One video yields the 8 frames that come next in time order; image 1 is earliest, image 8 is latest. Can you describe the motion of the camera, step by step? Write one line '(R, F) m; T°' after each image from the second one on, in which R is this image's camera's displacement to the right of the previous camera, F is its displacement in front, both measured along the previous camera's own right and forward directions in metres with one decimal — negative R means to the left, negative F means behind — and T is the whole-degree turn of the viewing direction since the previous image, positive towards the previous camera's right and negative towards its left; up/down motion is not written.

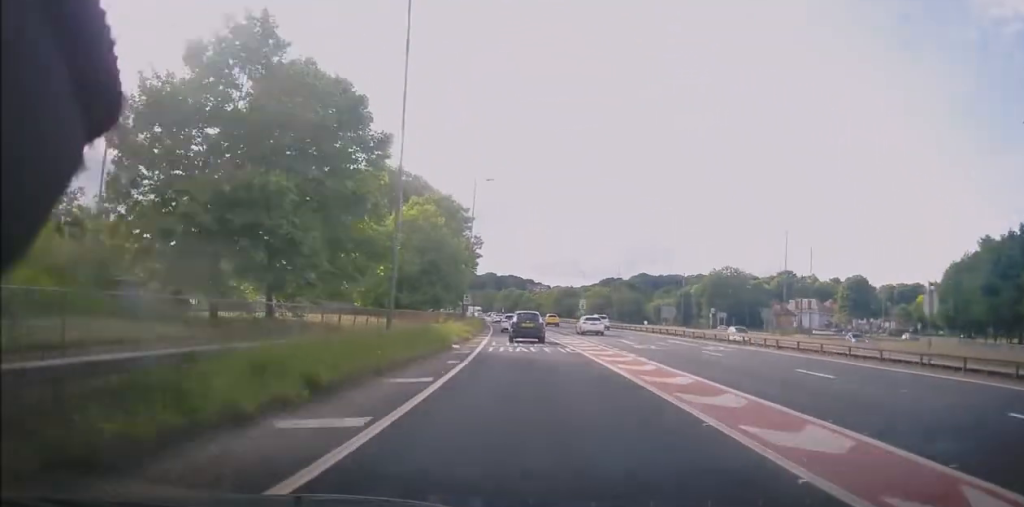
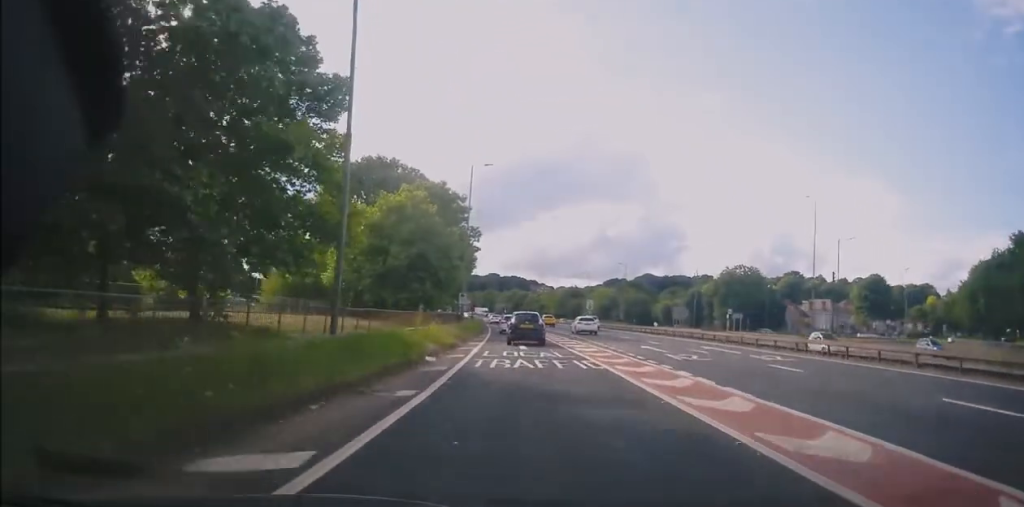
(-0.4, +7.1) m; 0°
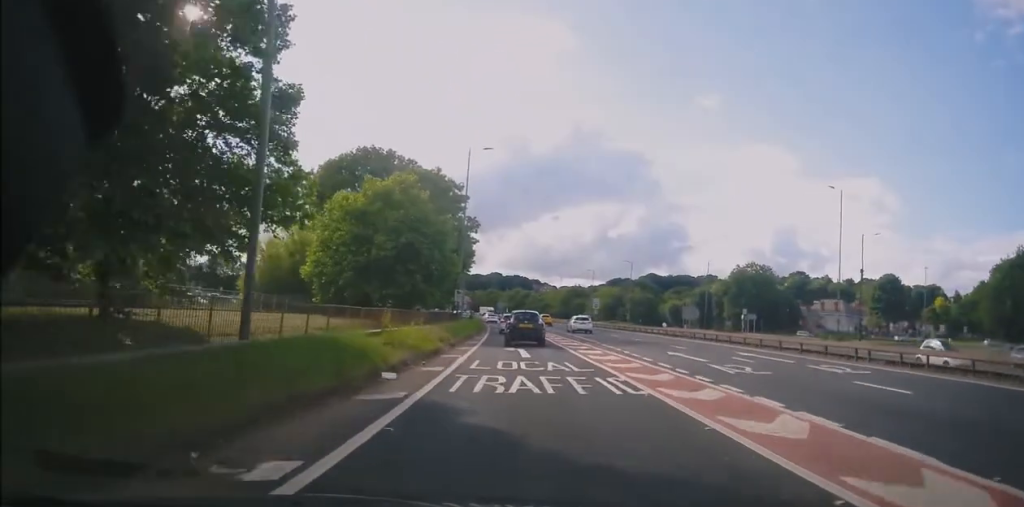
(+0.2, +5.3) m; +1°
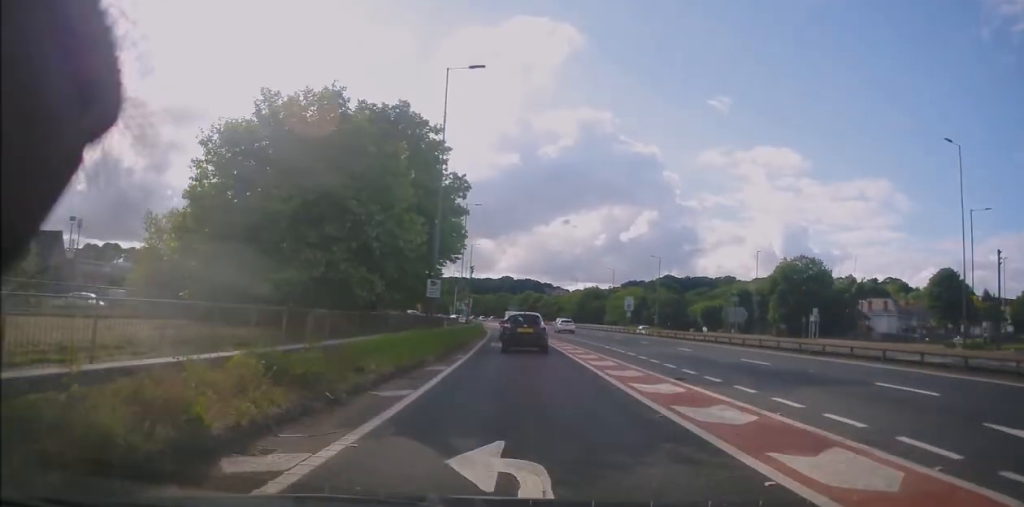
(+0.3, +19.5) m; 0°
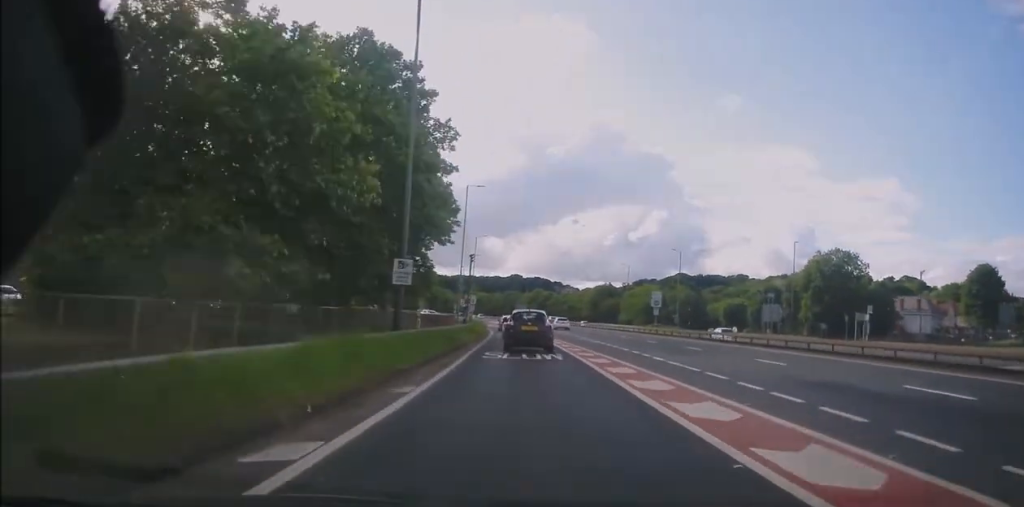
(0.0, +10.9) m; 0°
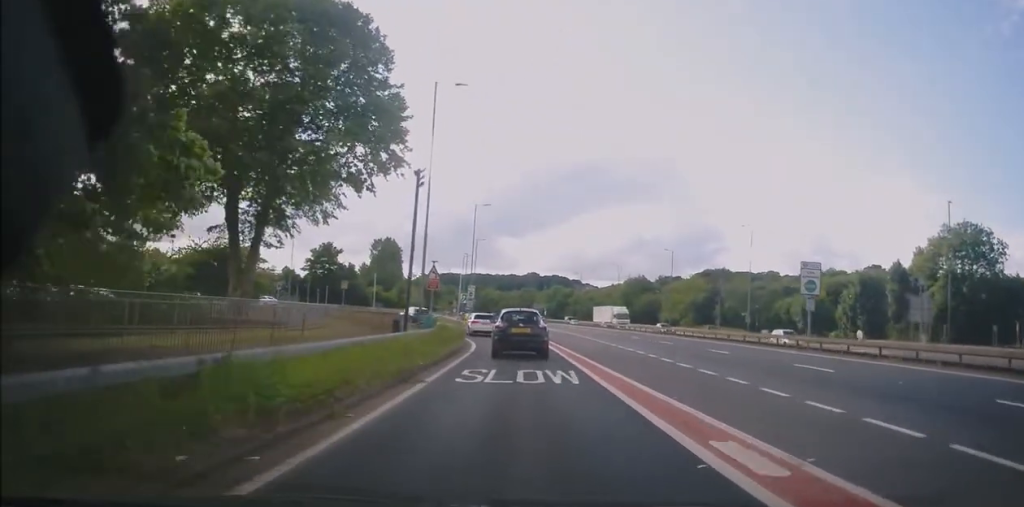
(-0.7, +31.2) m; -3°
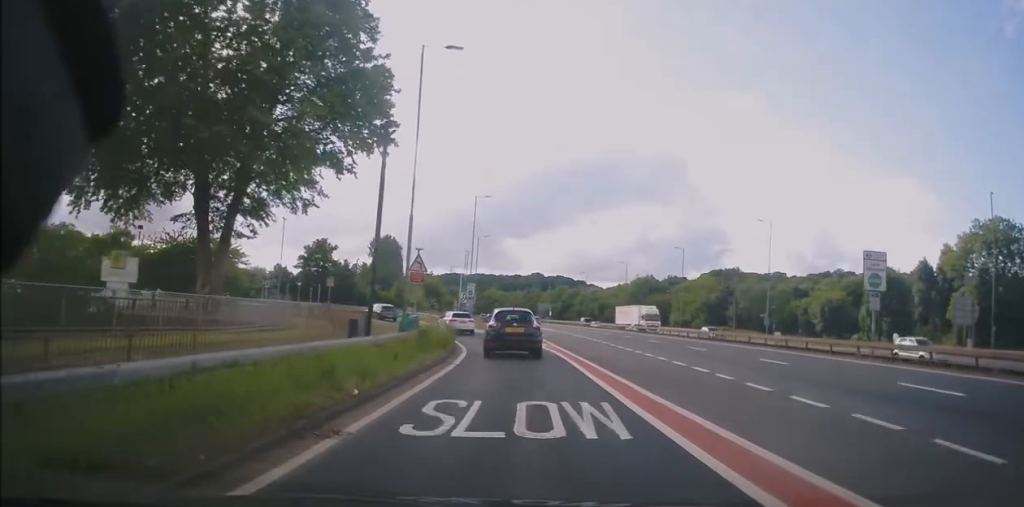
(0.0, +5.7) m; -1°
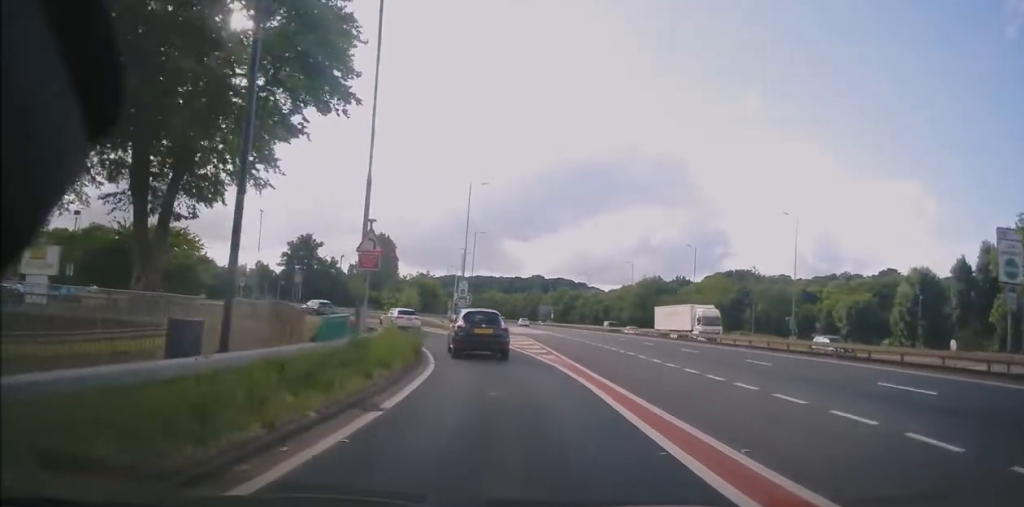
(-0.1, +8.2) m; -3°
